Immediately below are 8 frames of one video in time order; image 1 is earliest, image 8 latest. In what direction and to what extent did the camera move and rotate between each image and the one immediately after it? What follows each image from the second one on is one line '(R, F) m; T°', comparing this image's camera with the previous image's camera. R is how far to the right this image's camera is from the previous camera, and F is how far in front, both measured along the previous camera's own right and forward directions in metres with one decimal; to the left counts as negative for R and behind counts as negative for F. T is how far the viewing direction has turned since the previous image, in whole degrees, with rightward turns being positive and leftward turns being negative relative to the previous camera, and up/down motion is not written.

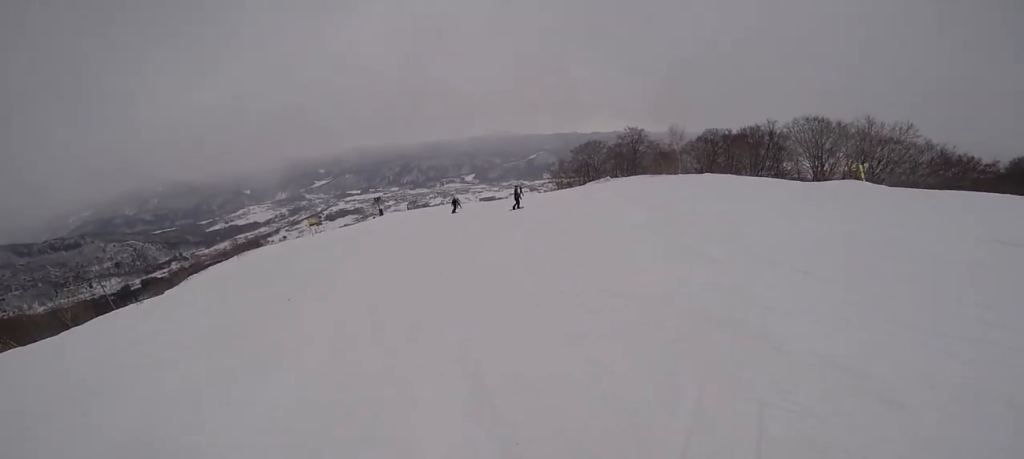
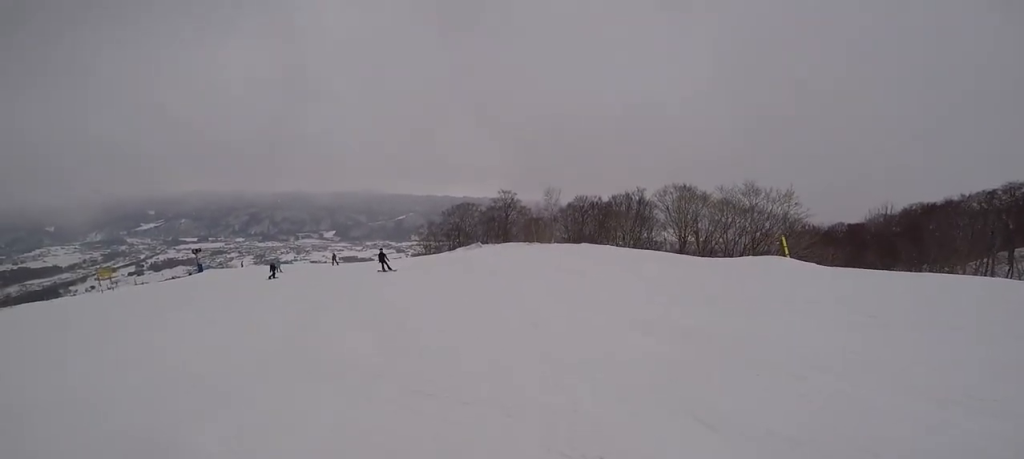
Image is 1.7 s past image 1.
(+3.3, +7.3) m; +25°
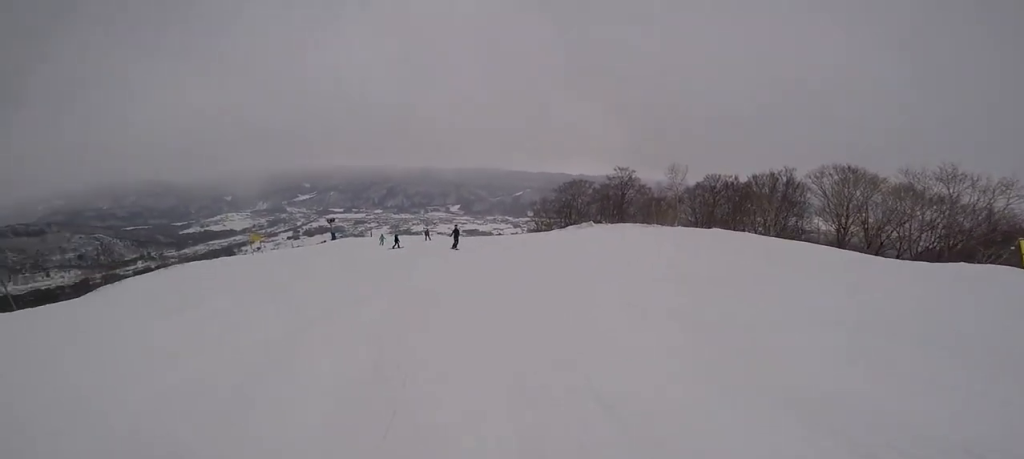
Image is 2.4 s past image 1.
(+0.2, +3.1) m; -16°
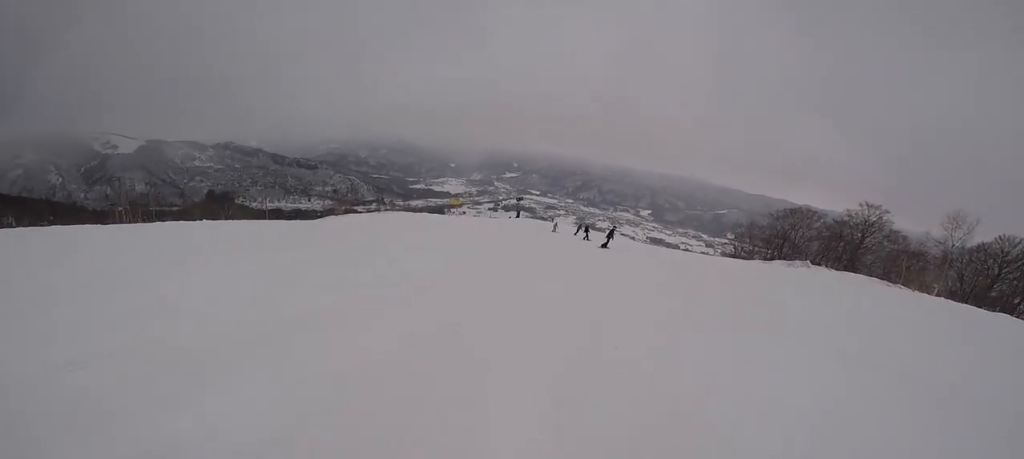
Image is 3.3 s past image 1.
(-1.2, +3.9) m; -37°
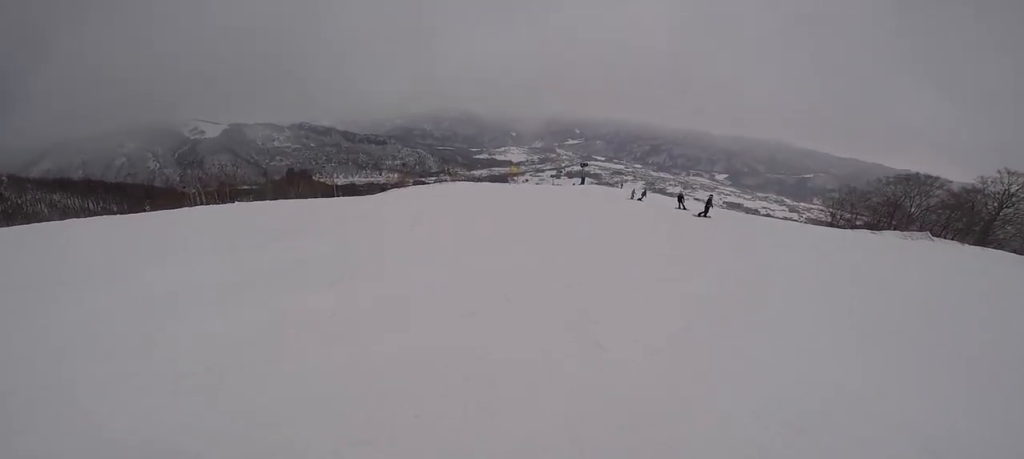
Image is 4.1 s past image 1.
(-1.4, +3.2) m; 0°
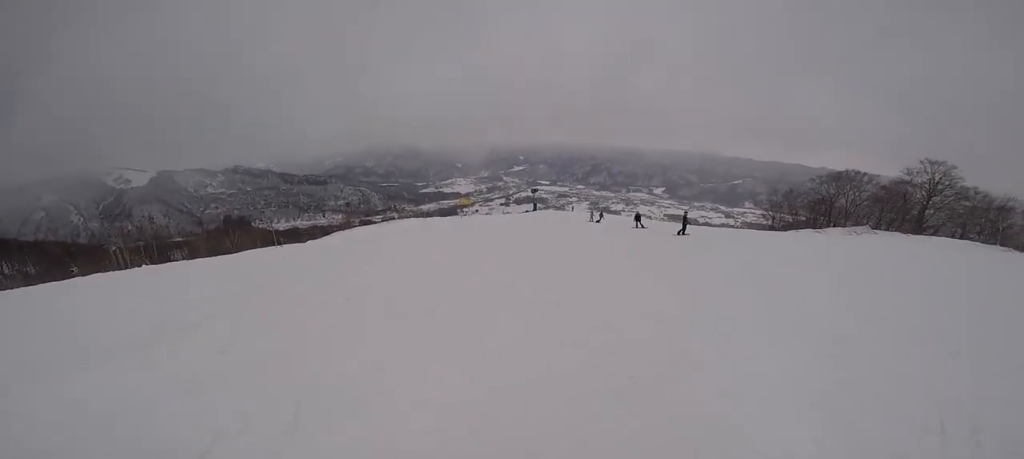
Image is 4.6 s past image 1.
(+0.2, +2.0) m; +7°
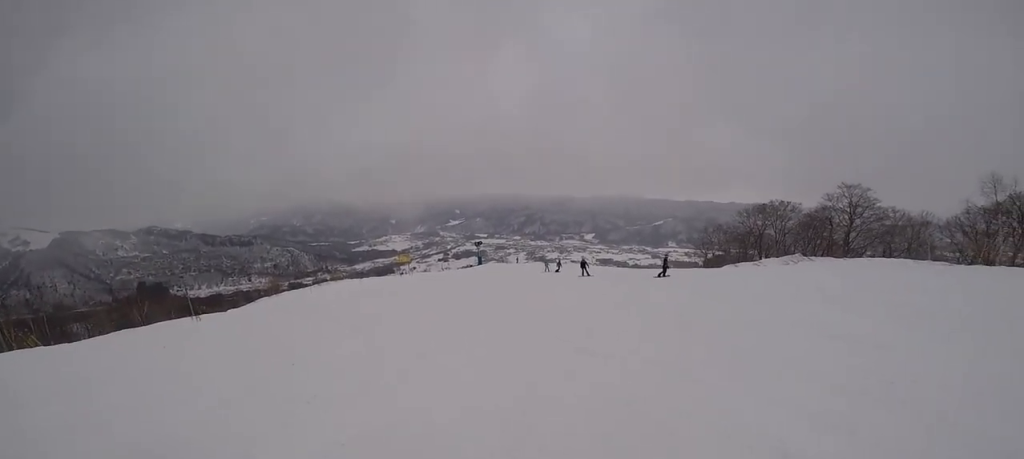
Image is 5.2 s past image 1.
(+0.8, +2.8) m; +14°
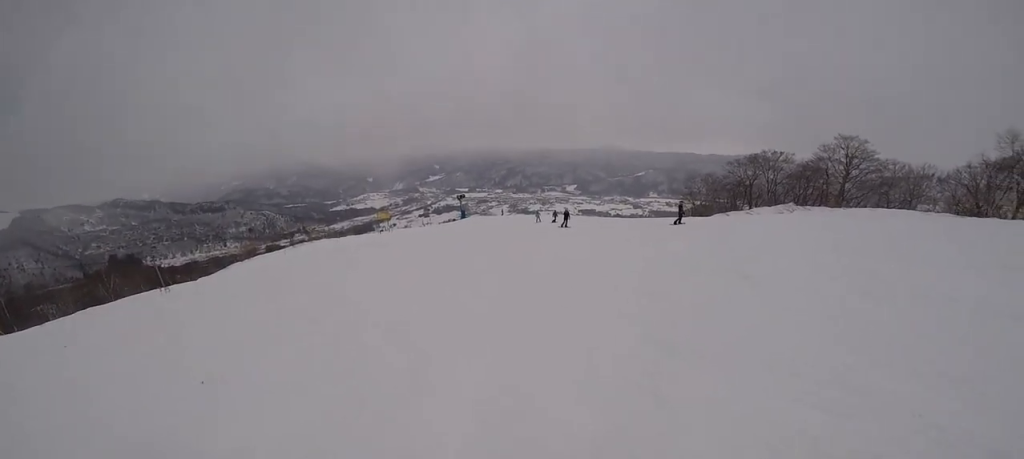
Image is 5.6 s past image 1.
(0.0, +2.0) m; +10°
